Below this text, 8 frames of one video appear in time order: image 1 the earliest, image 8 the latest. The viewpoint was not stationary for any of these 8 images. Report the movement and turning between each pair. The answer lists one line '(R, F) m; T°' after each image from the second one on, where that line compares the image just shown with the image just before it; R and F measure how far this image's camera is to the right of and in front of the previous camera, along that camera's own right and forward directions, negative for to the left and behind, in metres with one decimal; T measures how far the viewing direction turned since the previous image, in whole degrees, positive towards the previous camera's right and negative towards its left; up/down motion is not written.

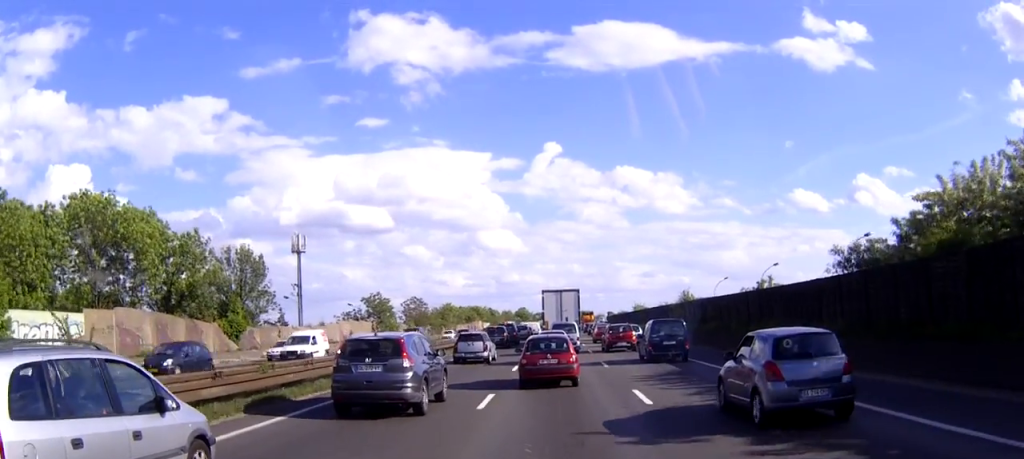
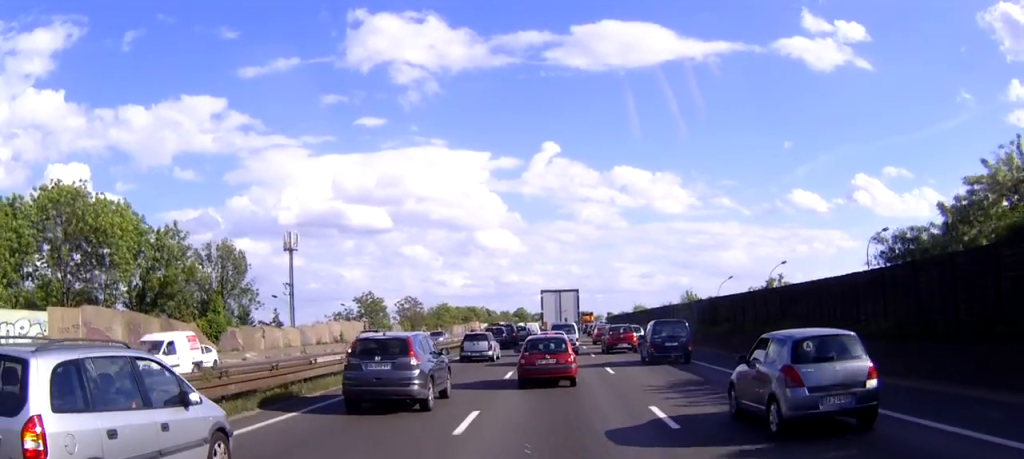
(0.0, +3.5) m; +1°
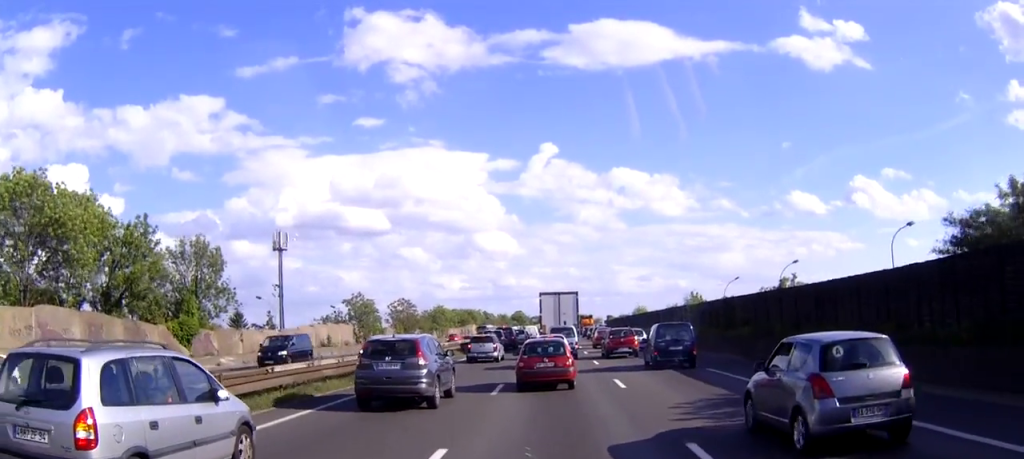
(0.0, +4.4) m; 0°
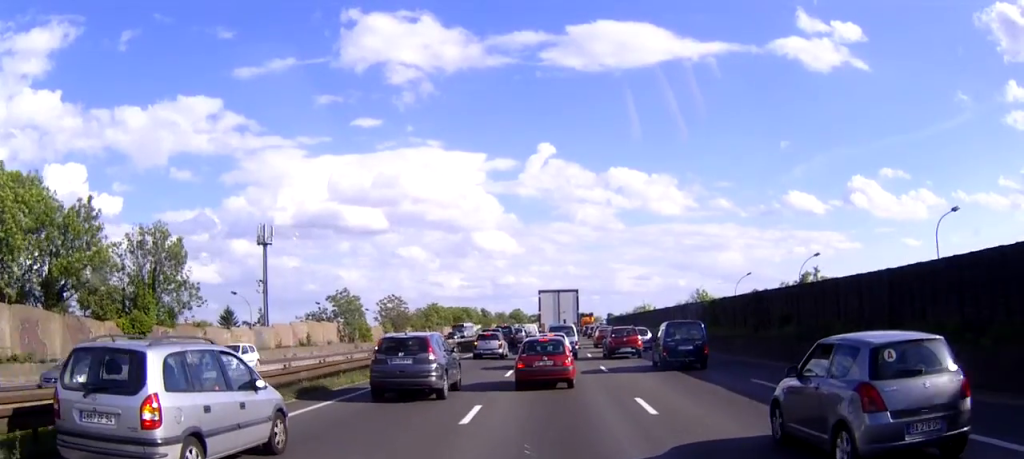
(0.0, +6.5) m; 0°
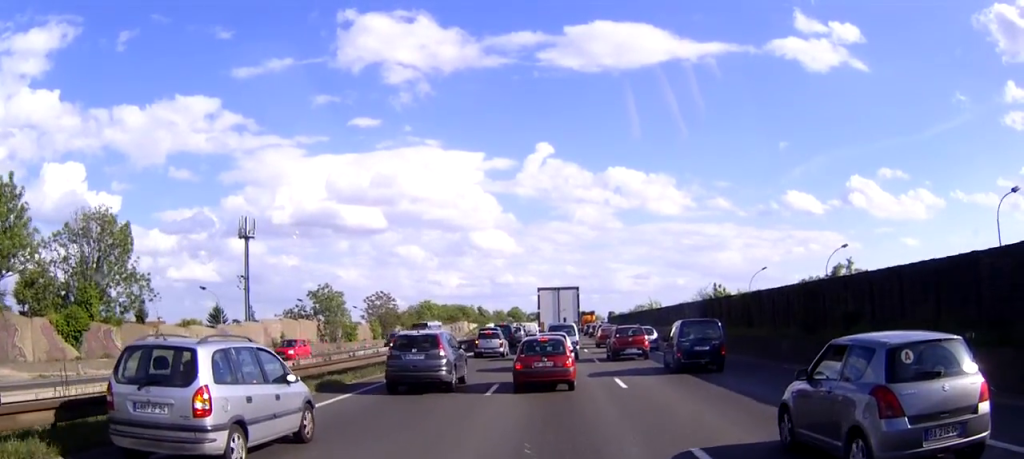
(0.0, +7.2) m; 0°
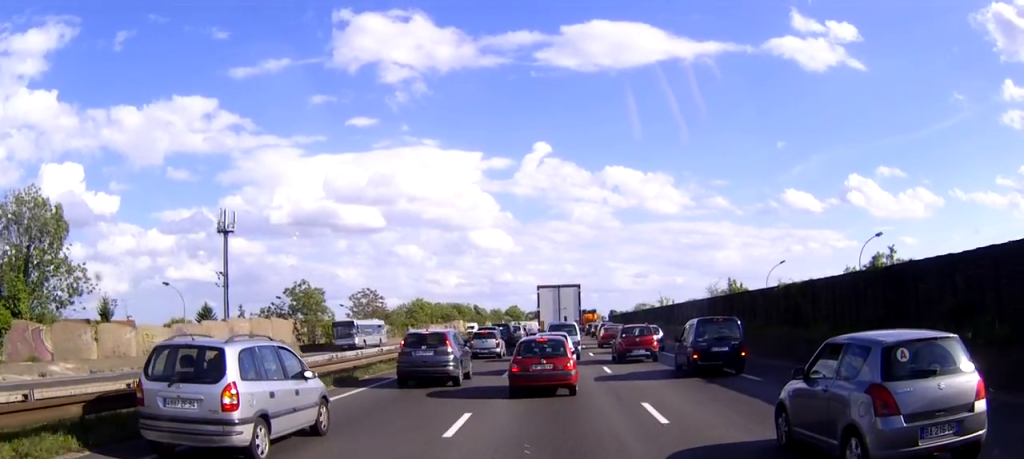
(0.0, +7.3) m; +1°
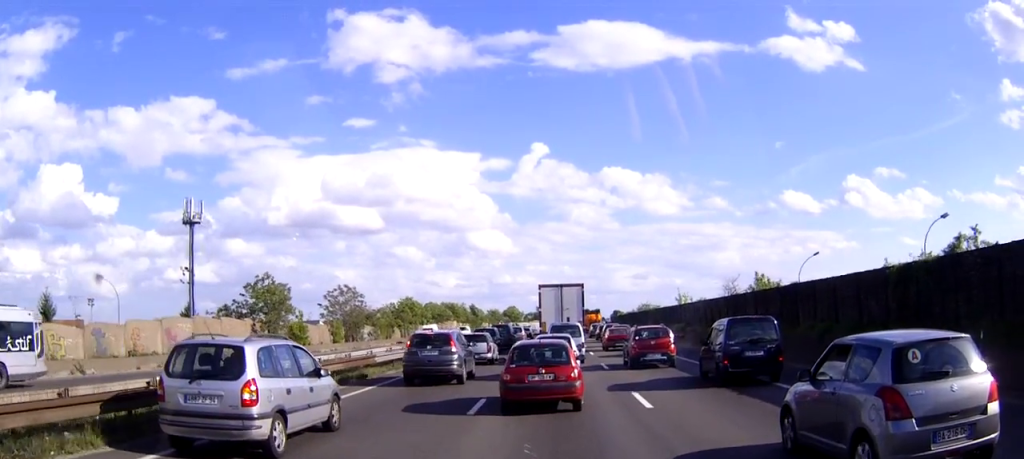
(+0.2, +10.8) m; 0°
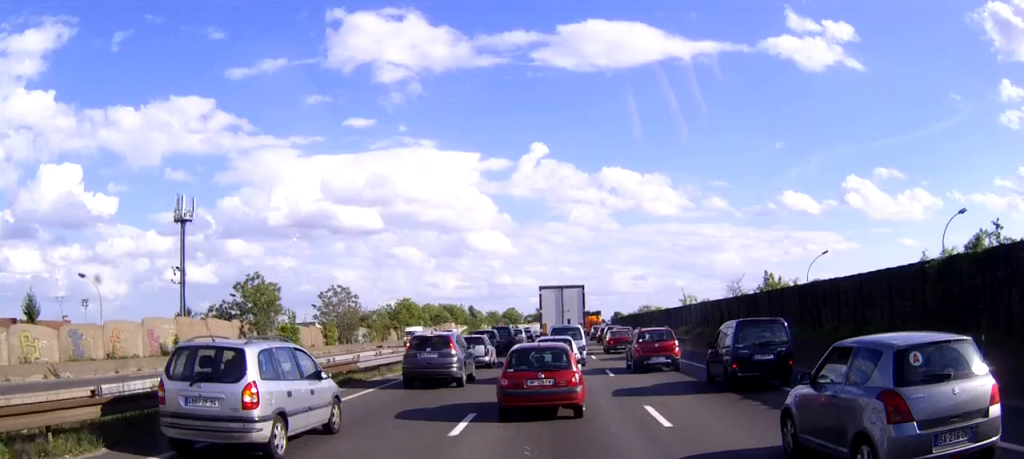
(0.0, +2.5) m; 0°
